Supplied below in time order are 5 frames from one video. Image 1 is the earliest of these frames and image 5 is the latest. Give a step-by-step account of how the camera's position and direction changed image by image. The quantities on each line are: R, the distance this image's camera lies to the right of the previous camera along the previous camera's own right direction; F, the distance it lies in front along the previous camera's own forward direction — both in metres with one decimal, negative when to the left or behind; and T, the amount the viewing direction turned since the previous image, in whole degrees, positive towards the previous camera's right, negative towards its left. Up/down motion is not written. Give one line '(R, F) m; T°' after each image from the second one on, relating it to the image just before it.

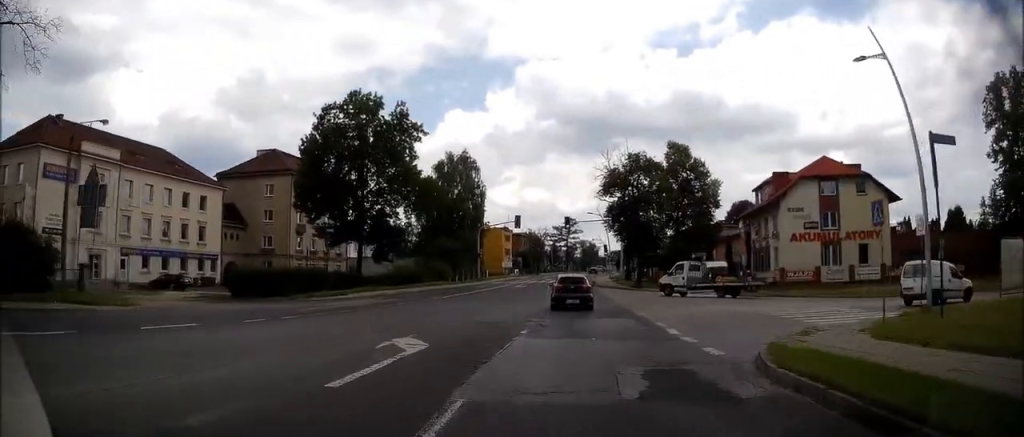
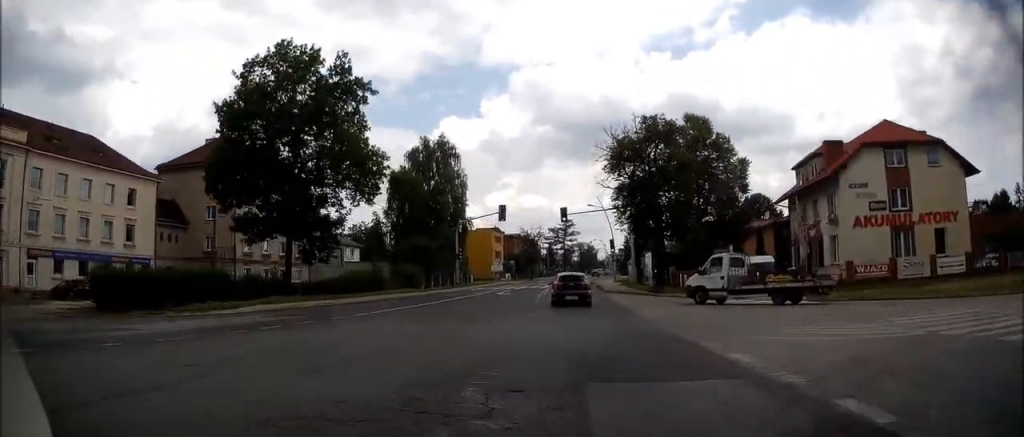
(0.0, +12.8) m; -1°
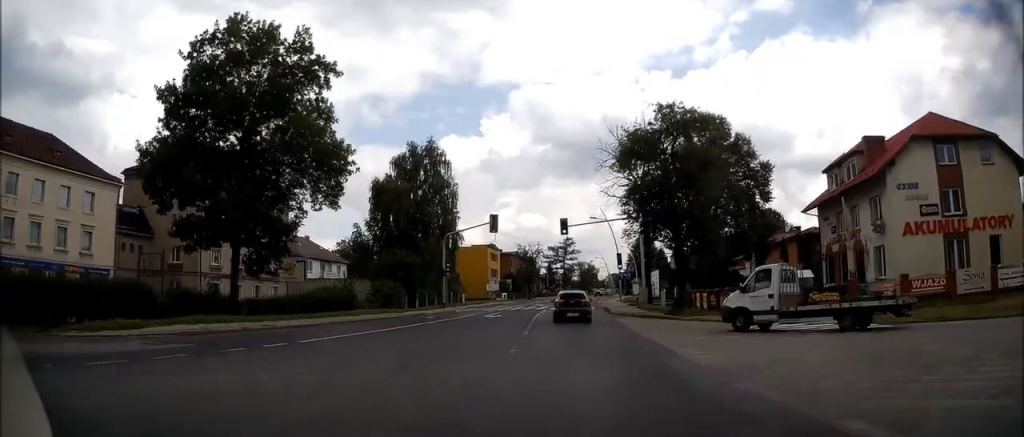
(-0.1, +6.4) m; -1°
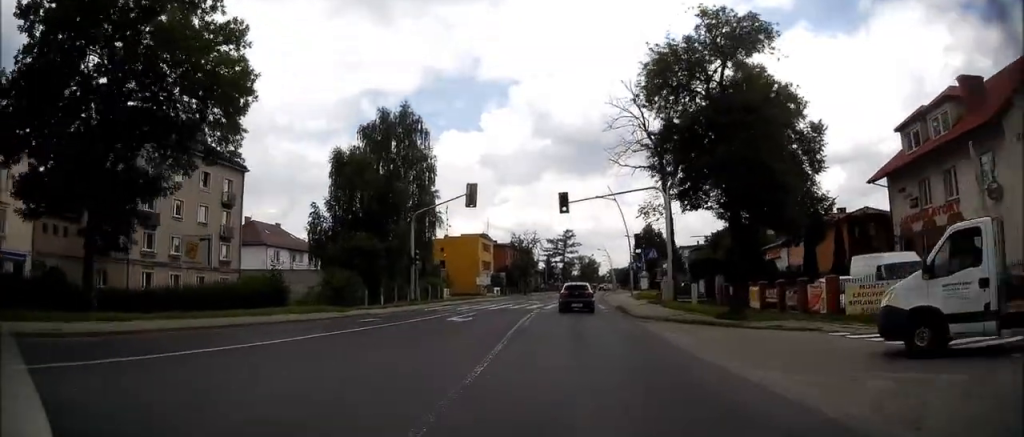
(-0.1, +10.8) m; -1°
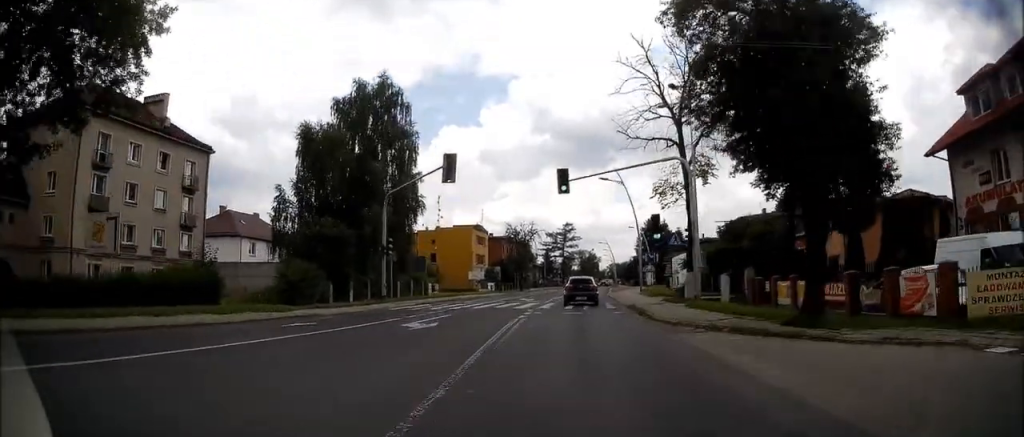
(0.0, +6.6) m; 0°
